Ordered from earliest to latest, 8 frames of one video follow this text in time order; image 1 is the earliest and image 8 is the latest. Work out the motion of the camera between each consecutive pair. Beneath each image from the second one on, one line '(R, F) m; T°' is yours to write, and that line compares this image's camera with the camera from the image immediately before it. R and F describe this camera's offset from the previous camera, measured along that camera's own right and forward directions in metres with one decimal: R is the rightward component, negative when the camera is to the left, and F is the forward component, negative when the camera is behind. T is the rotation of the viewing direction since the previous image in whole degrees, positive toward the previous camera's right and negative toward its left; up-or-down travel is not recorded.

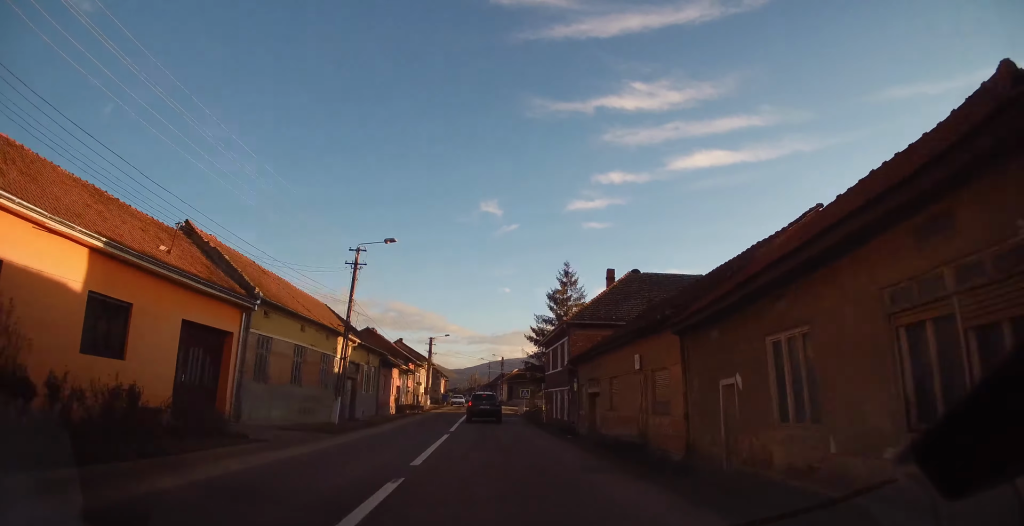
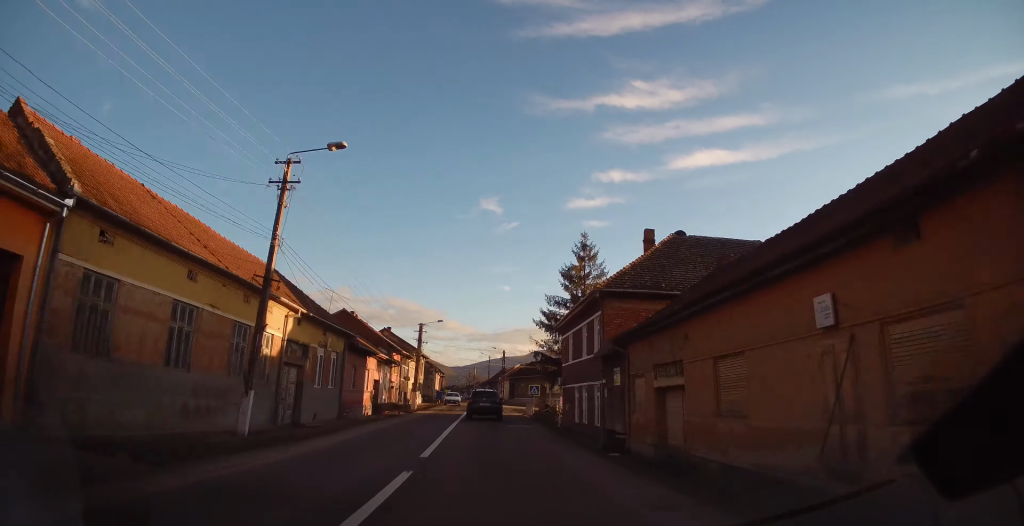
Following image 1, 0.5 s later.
(0.0, +9.5) m; 0°
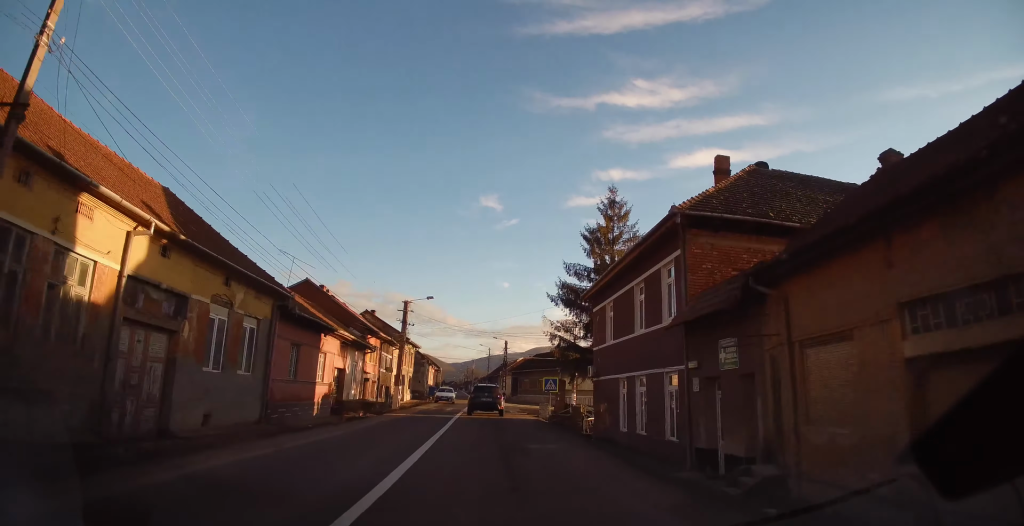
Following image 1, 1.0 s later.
(0.0, +10.0) m; 0°
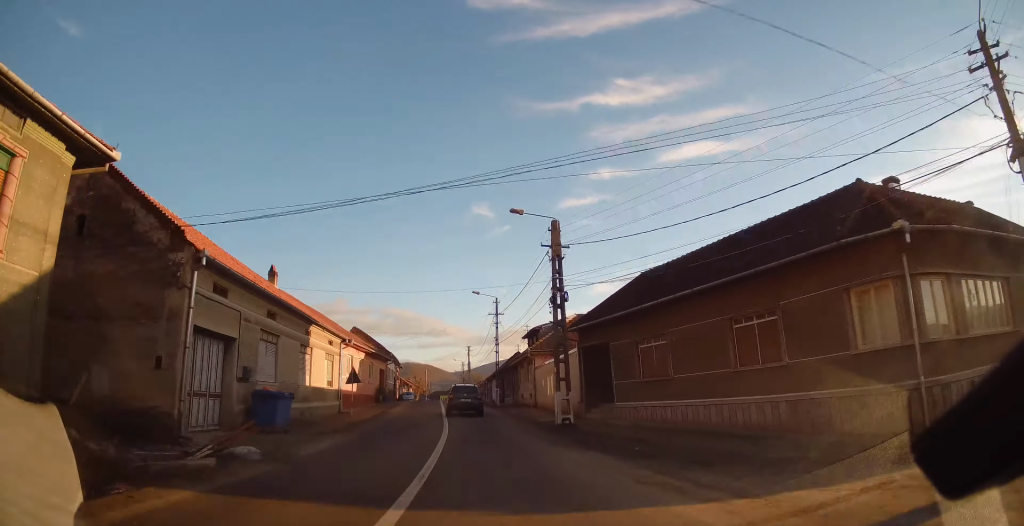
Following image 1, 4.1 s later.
(+0.4, +57.1) m; -2°
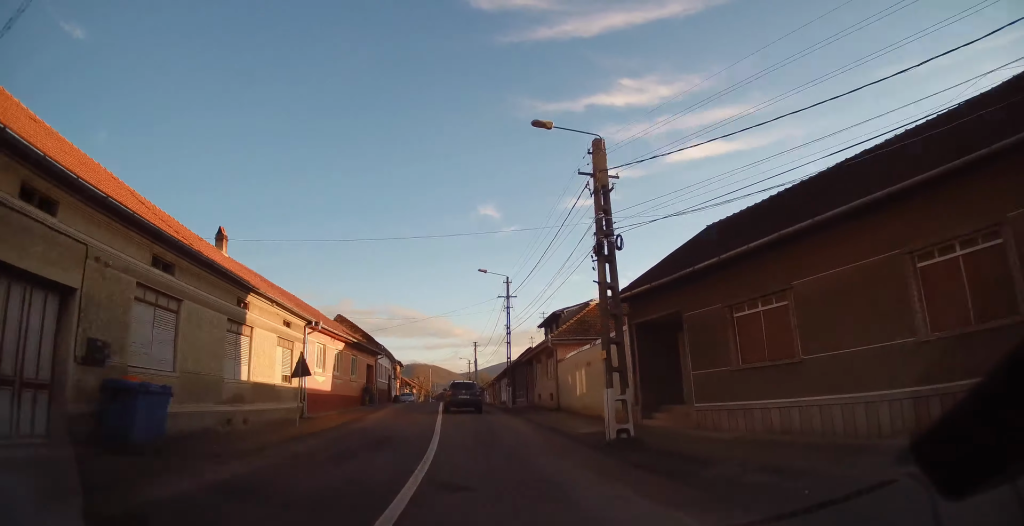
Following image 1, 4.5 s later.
(0.0, +7.7) m; -1°
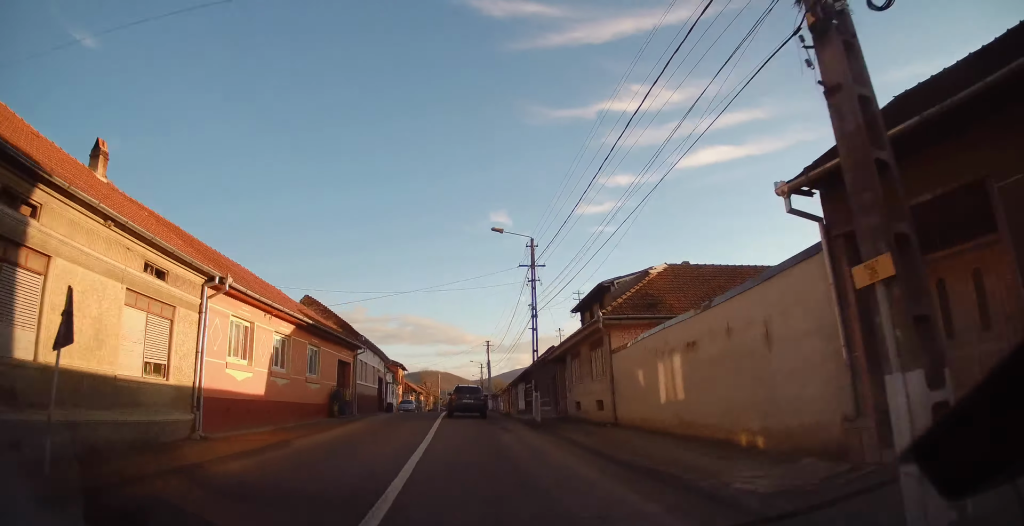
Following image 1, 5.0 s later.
(-0.2, +10.2) m; -1°
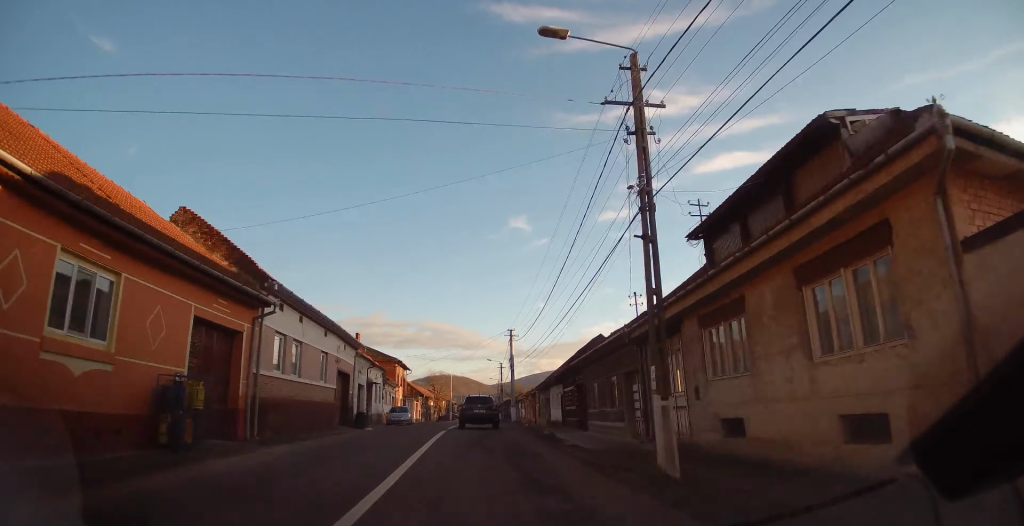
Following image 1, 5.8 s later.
(-0.3, +15.3) m; -1°
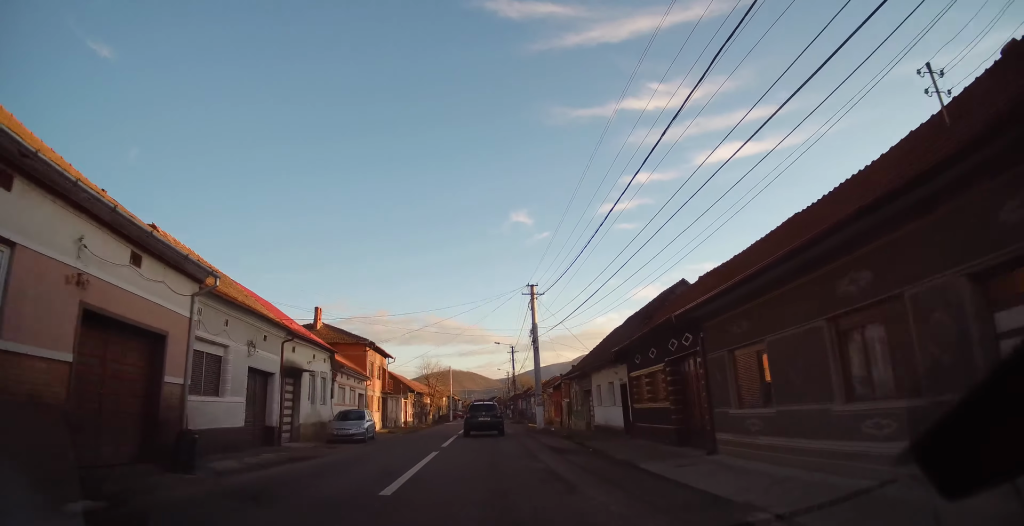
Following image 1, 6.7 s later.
(0.0, +17.1) m; 0°
